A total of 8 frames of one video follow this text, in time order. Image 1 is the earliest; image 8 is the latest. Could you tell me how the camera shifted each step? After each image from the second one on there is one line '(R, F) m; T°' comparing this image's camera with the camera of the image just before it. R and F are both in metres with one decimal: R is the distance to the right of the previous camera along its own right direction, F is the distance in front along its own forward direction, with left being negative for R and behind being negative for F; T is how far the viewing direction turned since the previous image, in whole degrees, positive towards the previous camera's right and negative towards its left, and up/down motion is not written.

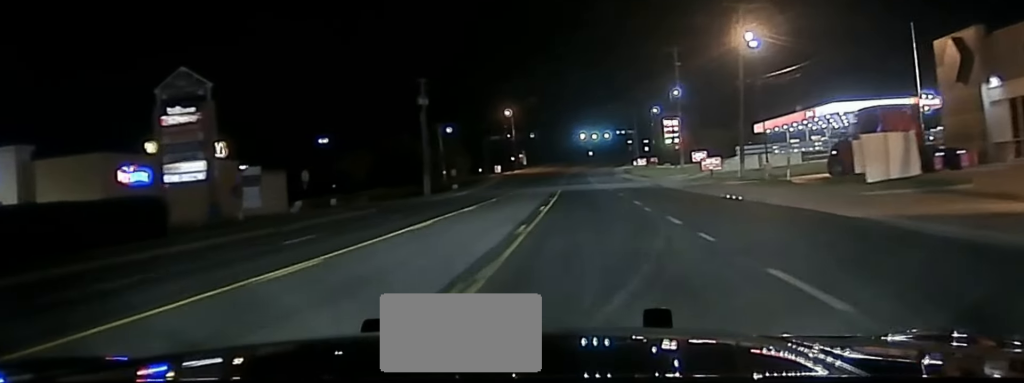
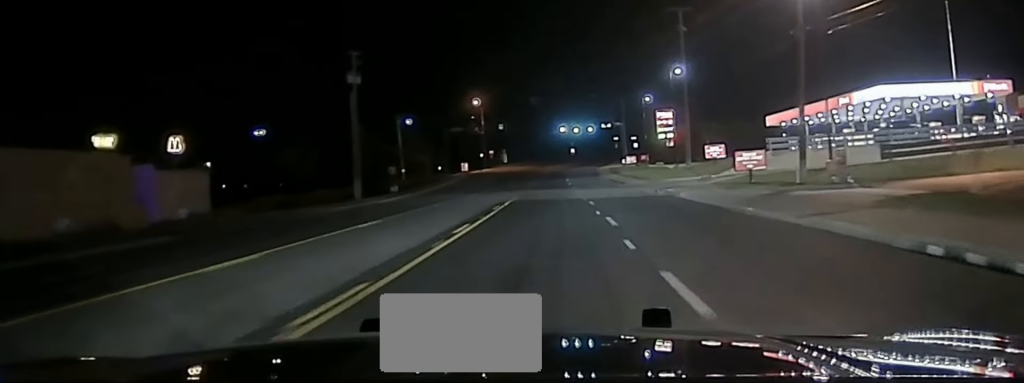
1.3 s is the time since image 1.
(+0.4, +24.4) m; +1°
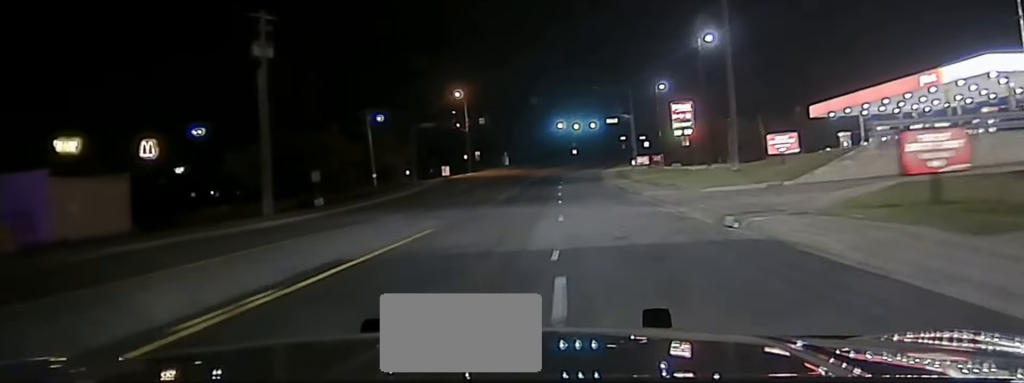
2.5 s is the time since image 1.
(-0.2, +26.2) m; -1°
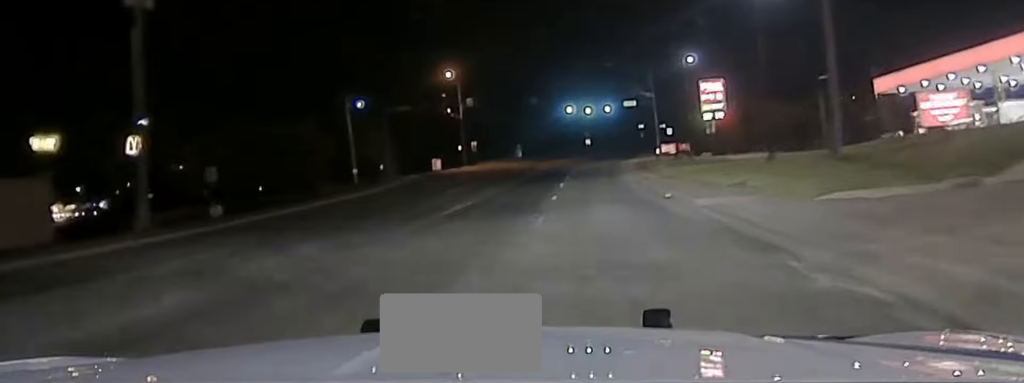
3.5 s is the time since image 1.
(-0.2, +18.1) m; -2°
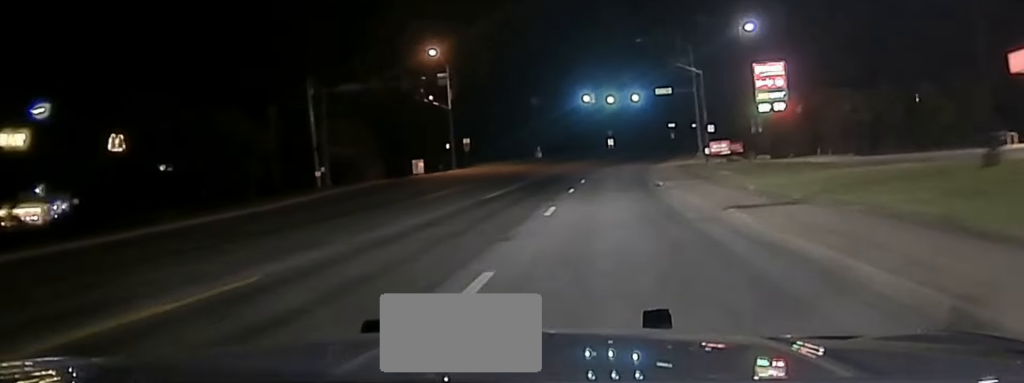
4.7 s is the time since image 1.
(-0.4, +22.7) m; 0°
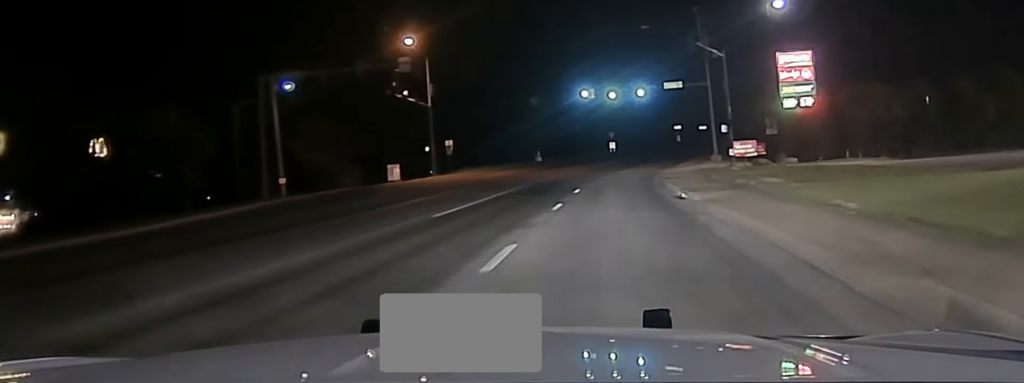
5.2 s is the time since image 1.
(+0.1, +10.6) m; +1°
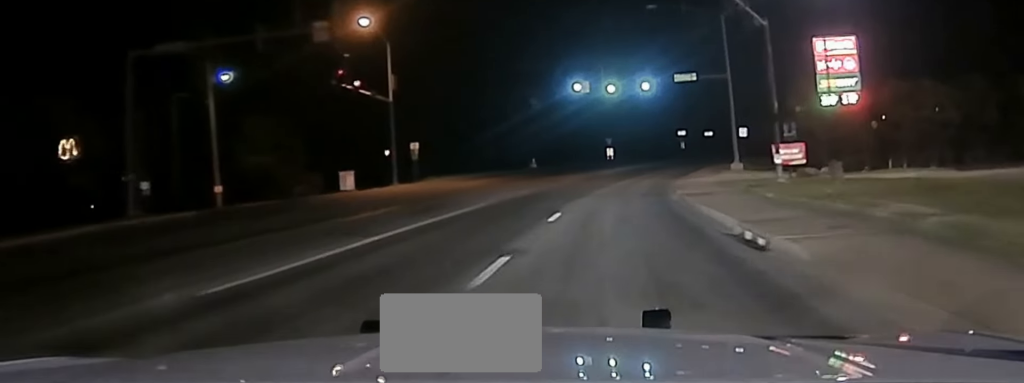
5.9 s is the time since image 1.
(0.0, +13.4) m; 0°
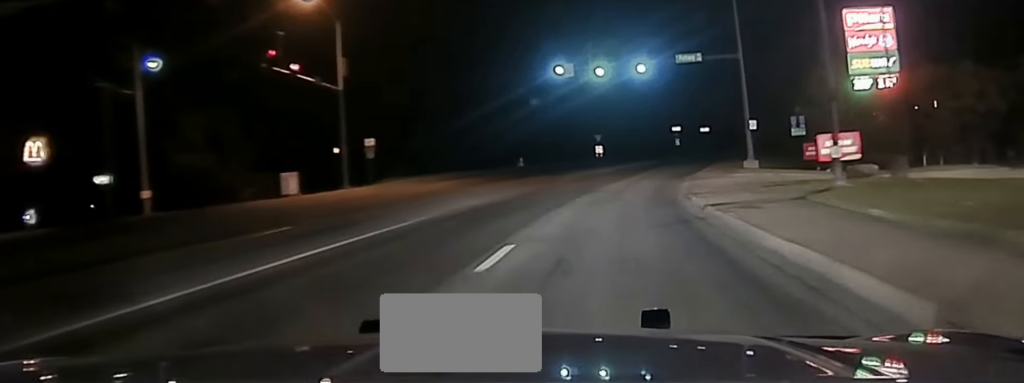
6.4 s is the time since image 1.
(0.0, +10.1) m; 0°
